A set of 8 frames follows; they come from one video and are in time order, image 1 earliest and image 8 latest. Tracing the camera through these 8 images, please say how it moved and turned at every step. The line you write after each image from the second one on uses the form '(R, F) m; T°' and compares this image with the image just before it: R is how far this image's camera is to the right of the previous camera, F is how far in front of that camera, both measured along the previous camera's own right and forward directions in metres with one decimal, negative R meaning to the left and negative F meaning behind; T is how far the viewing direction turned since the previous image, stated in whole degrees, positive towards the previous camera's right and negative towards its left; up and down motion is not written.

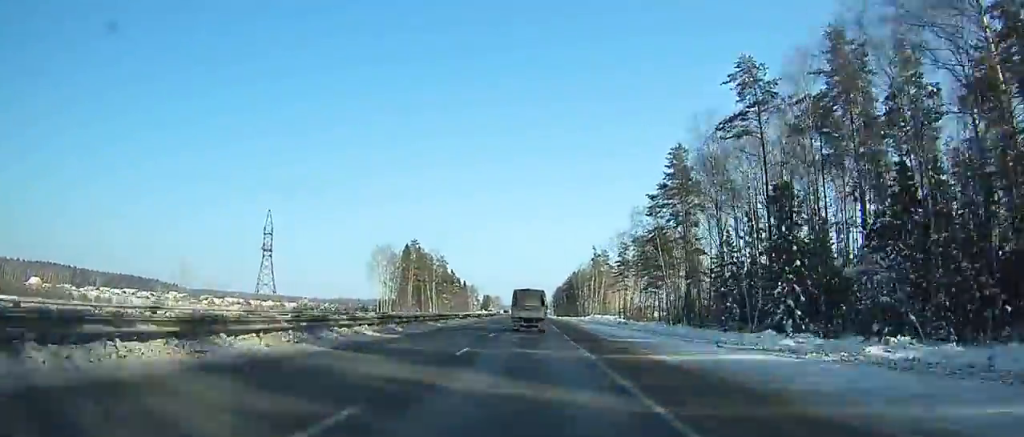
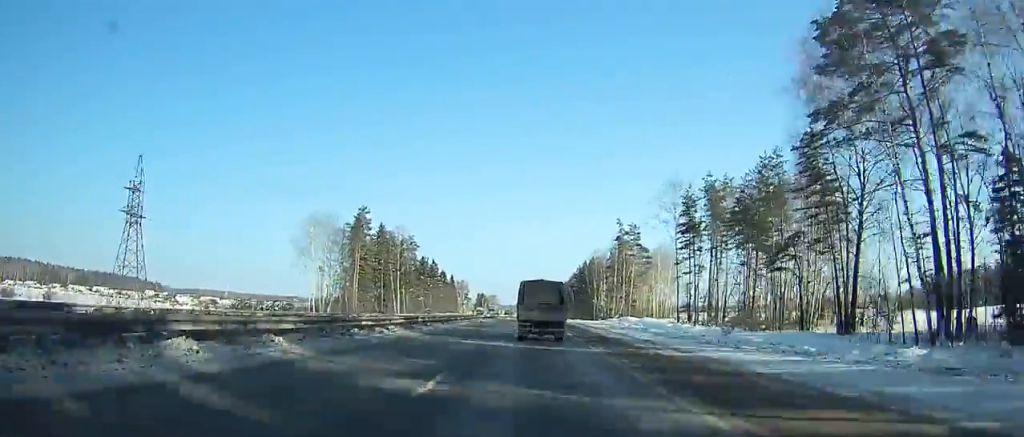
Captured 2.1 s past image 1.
(-0.5, +57.5) m; 0°
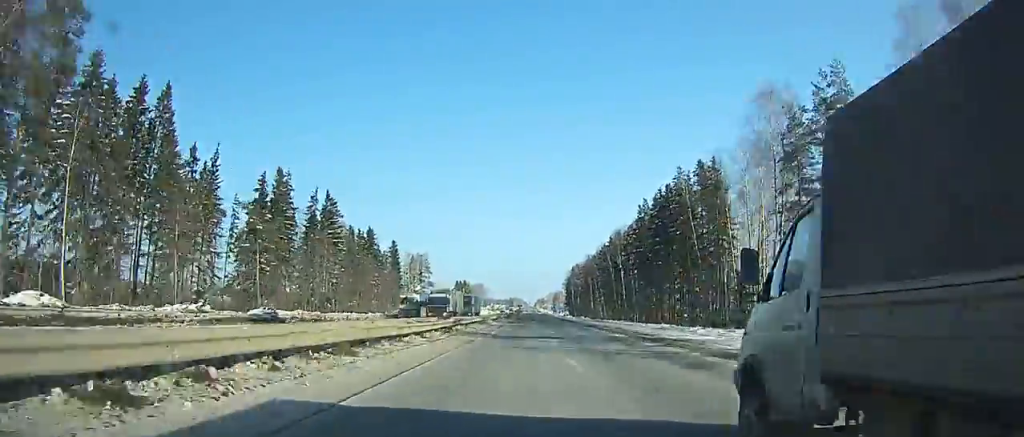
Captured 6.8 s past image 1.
(0.0, +128.2) m; +1°
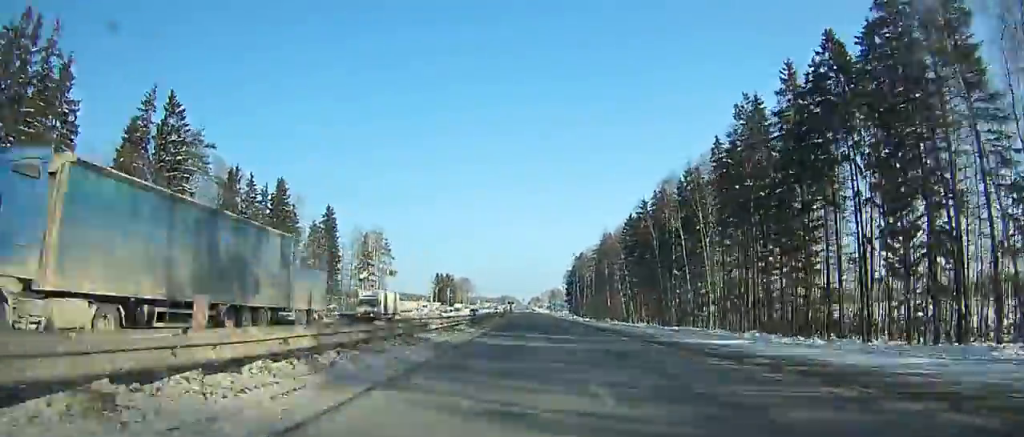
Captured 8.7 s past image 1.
(+0.5, +51.4) m; +1°
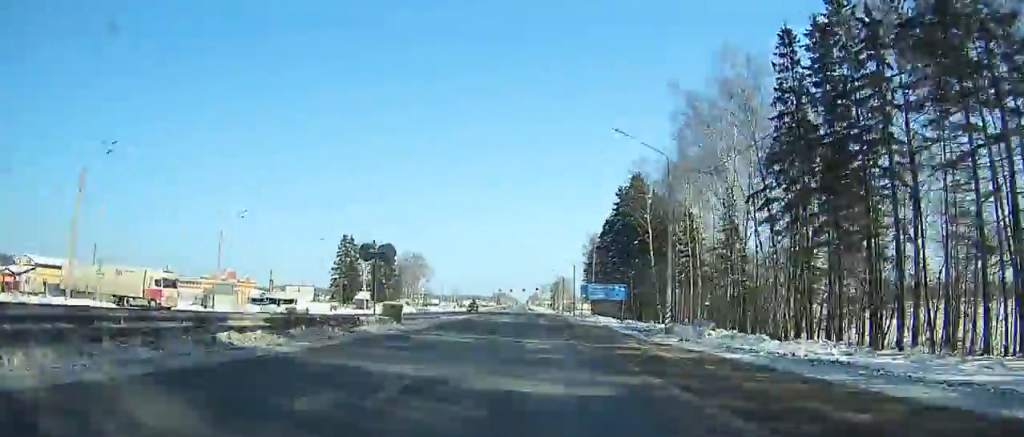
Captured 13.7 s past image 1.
(+1.6, +130.1) m; +1°
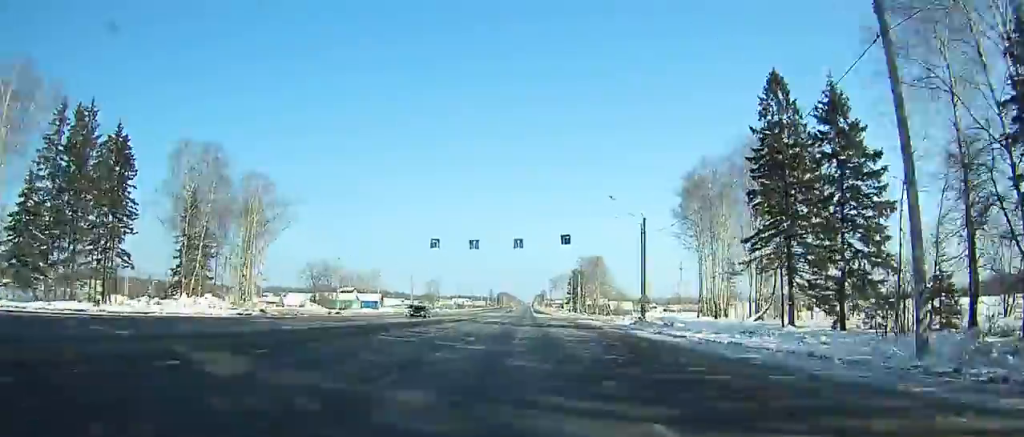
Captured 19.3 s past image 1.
(0.0, +132.7) m; 0°
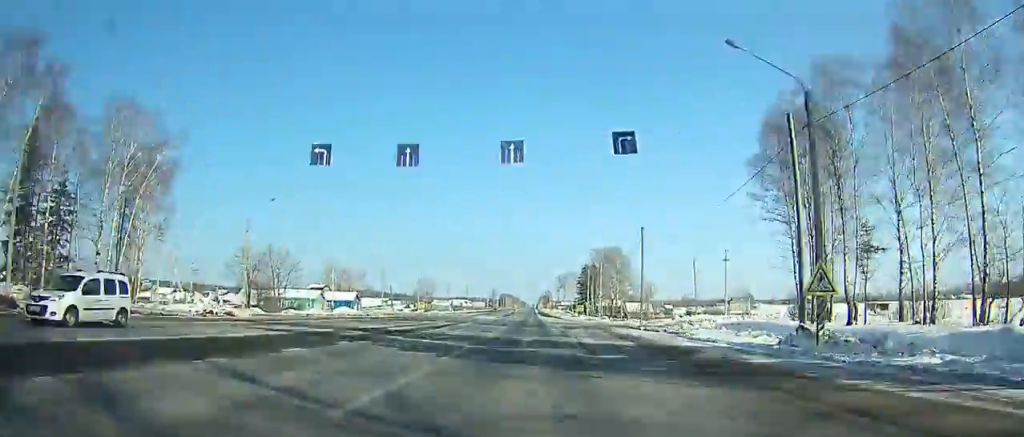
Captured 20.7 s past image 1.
(0.0, +30.9) m; 0°
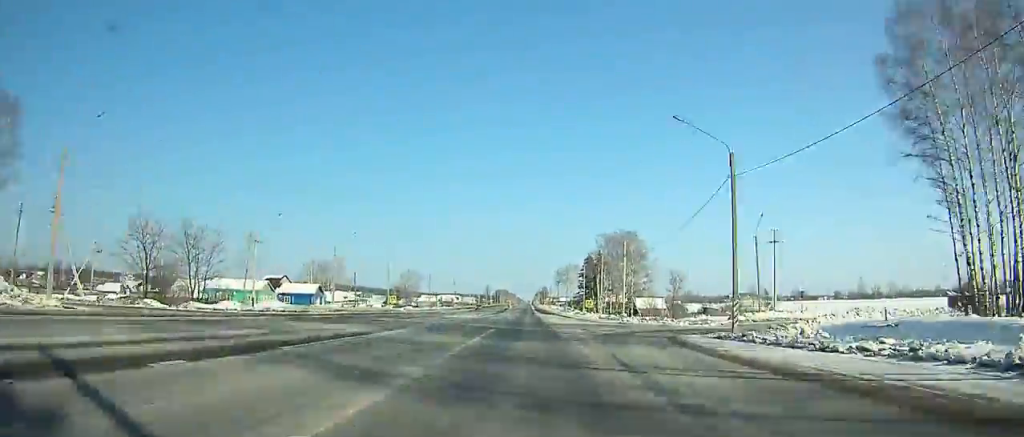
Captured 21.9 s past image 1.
(-0.1, +25.7) m; 0°
